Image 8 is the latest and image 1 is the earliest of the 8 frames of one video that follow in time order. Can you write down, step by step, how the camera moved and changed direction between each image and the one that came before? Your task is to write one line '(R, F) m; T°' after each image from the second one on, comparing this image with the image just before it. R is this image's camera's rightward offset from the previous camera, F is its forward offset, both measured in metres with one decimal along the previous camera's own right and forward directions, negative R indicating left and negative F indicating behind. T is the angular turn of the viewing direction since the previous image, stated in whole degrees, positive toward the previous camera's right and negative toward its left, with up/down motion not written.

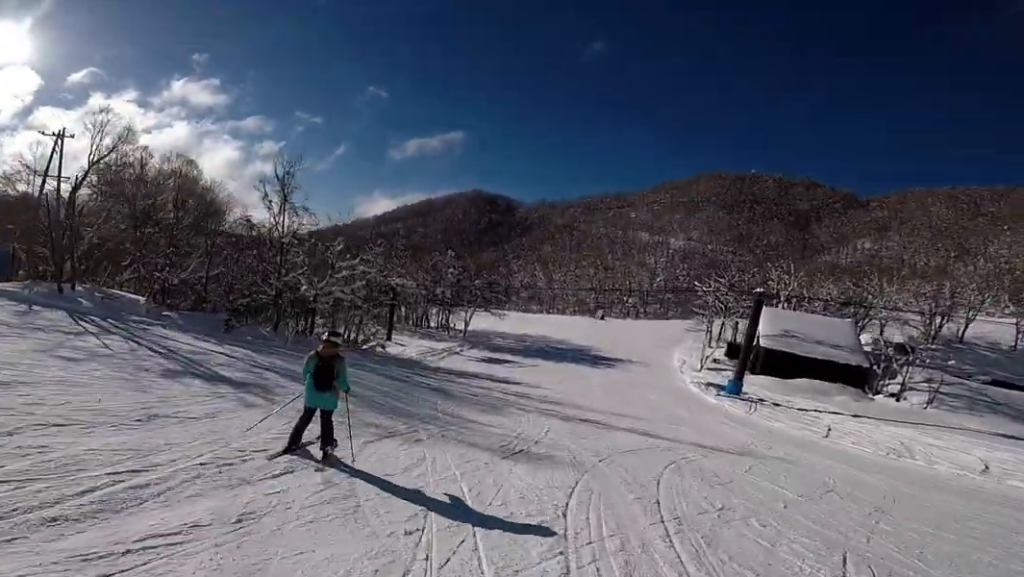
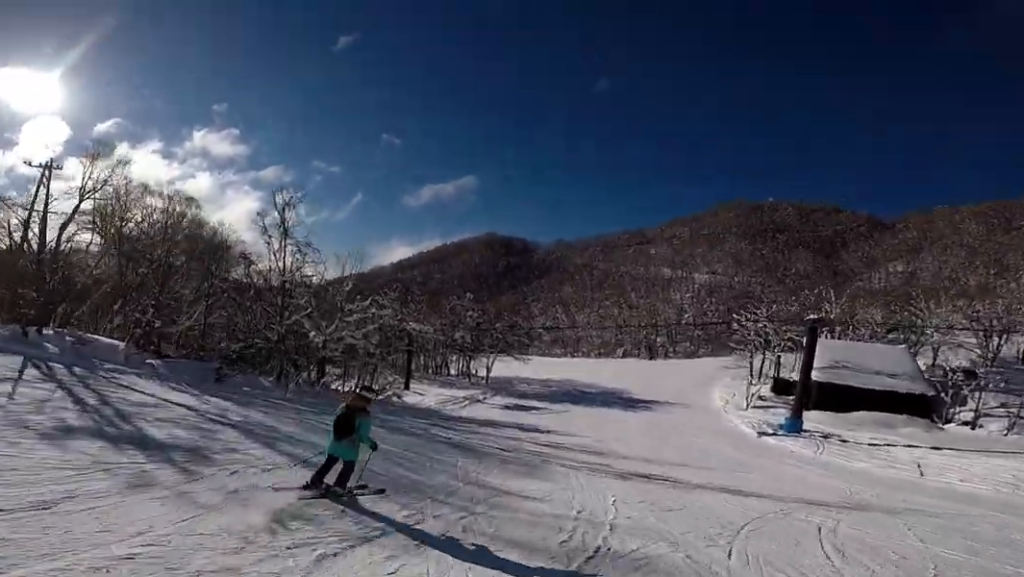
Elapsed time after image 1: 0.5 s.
(0.0, +3.5) m; 0°
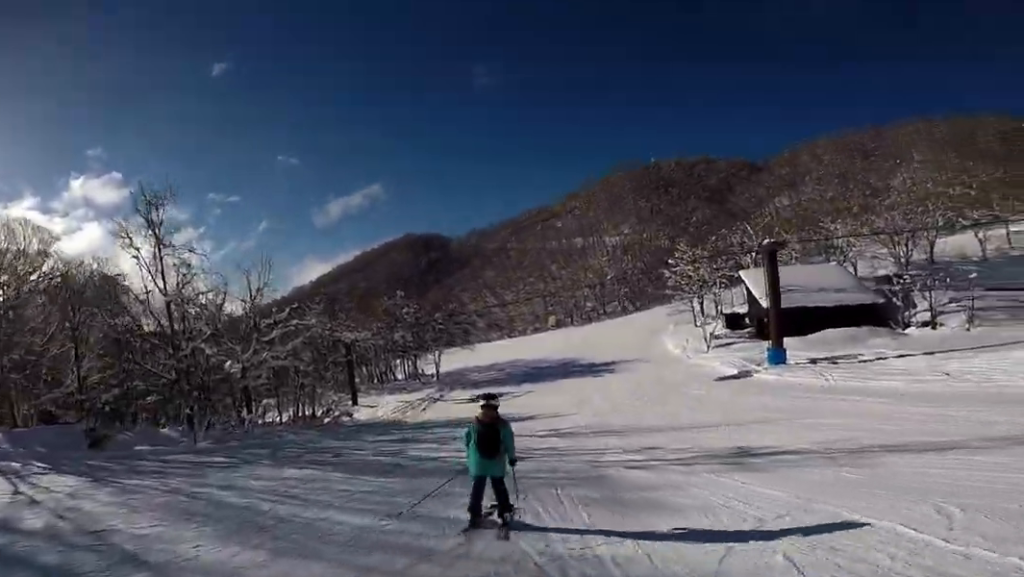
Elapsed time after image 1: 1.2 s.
(0.0, +6.0) m; +2°
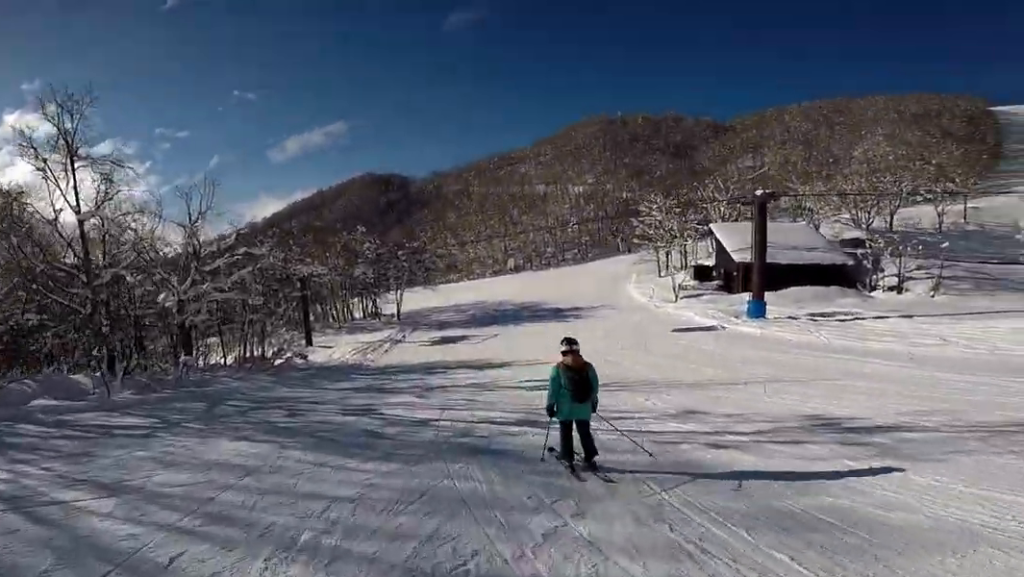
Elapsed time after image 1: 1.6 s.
(0.0, +3.5) m; +2°
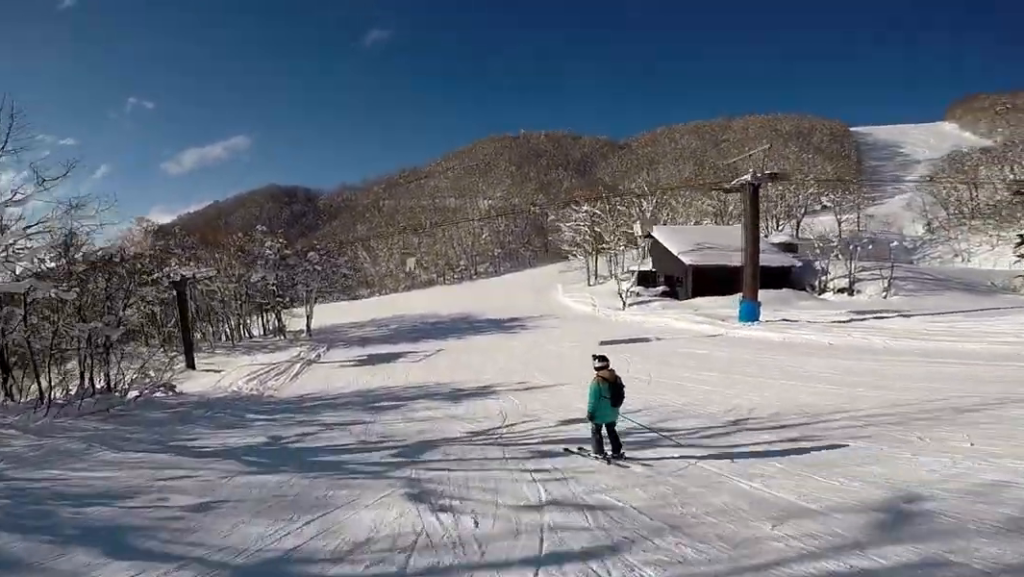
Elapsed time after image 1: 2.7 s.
(+0.7, +9.6) m; +9°
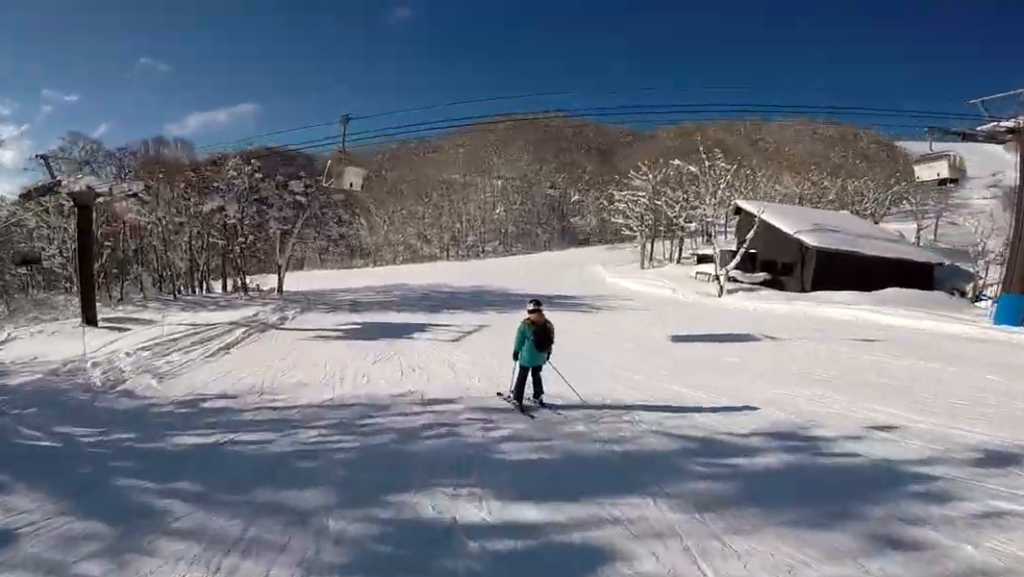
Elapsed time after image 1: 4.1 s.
(+0.9, +12.9) m; -1°
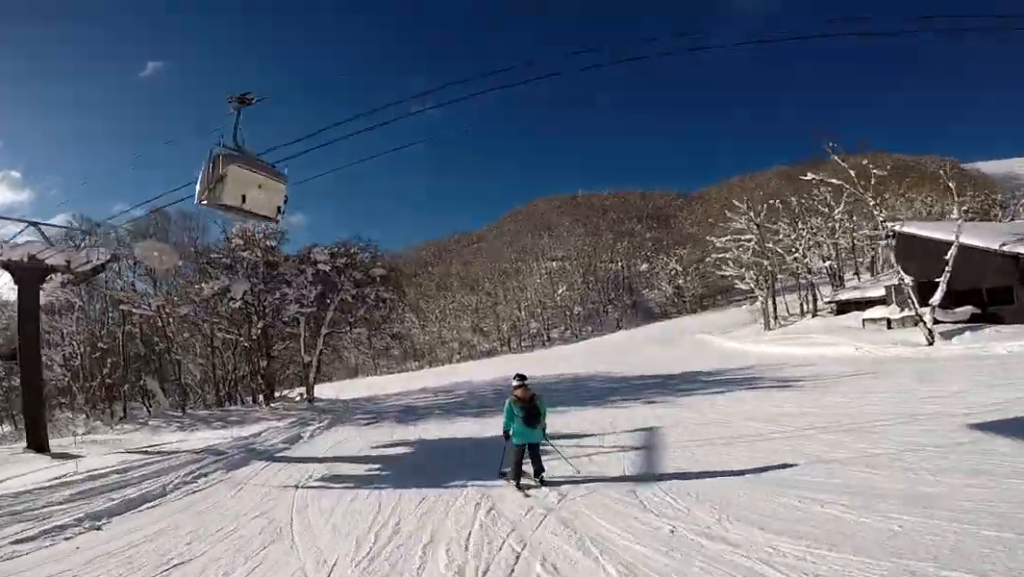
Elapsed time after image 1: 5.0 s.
(-0.7, +8.3) m; -3°
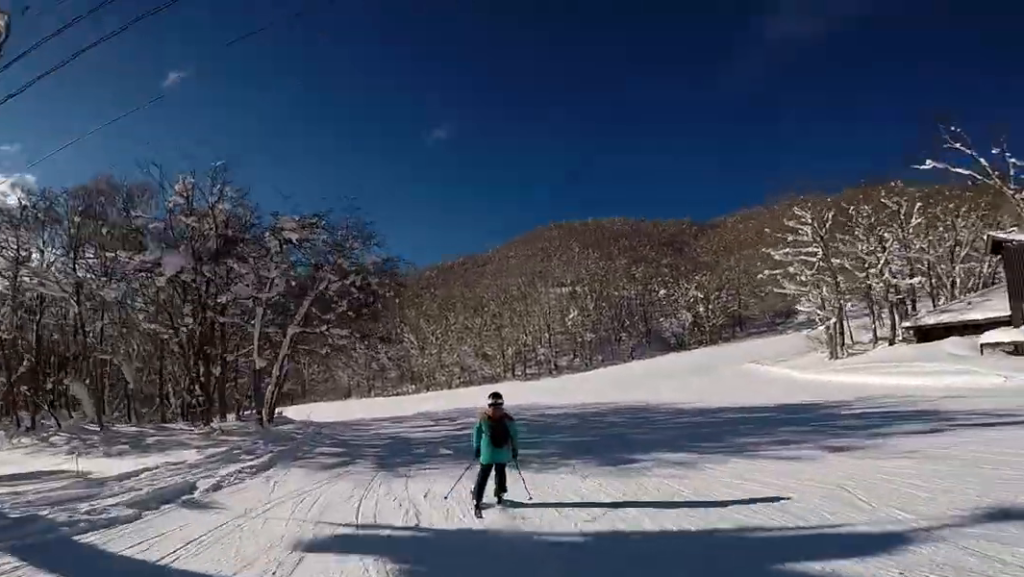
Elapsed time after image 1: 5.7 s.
(-0.3, +6.5) m; +3°
